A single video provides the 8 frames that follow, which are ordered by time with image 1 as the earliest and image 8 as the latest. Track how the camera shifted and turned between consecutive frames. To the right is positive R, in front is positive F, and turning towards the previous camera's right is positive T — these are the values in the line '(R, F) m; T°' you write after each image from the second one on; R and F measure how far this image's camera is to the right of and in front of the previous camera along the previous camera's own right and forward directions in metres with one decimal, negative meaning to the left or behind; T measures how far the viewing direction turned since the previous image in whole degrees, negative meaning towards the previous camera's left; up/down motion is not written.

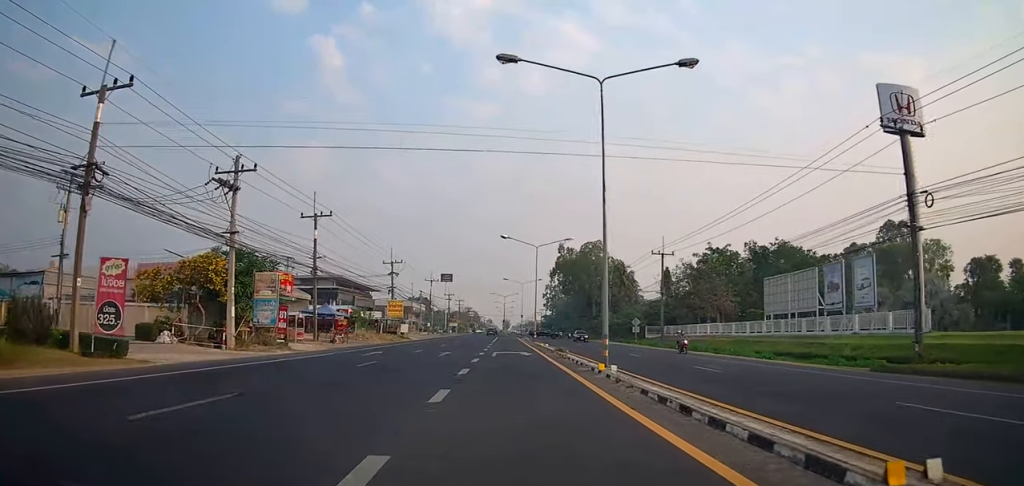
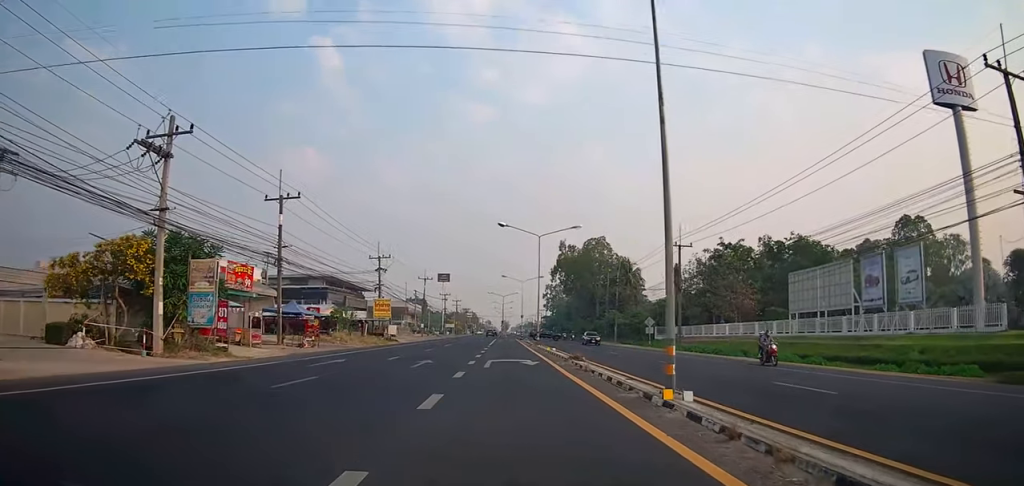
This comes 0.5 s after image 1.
(-0.1, +6.6) m; +2°
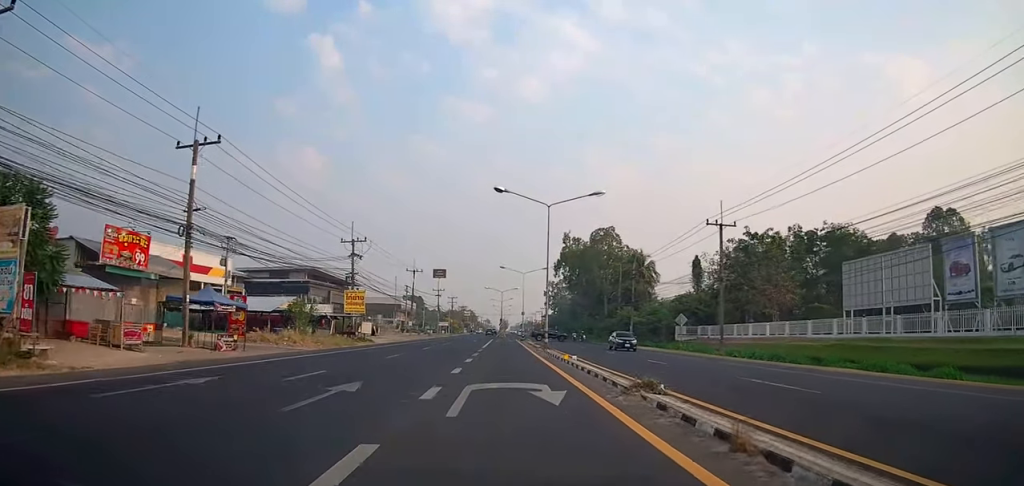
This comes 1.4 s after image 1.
(+0.5, +11.0) m; +1°
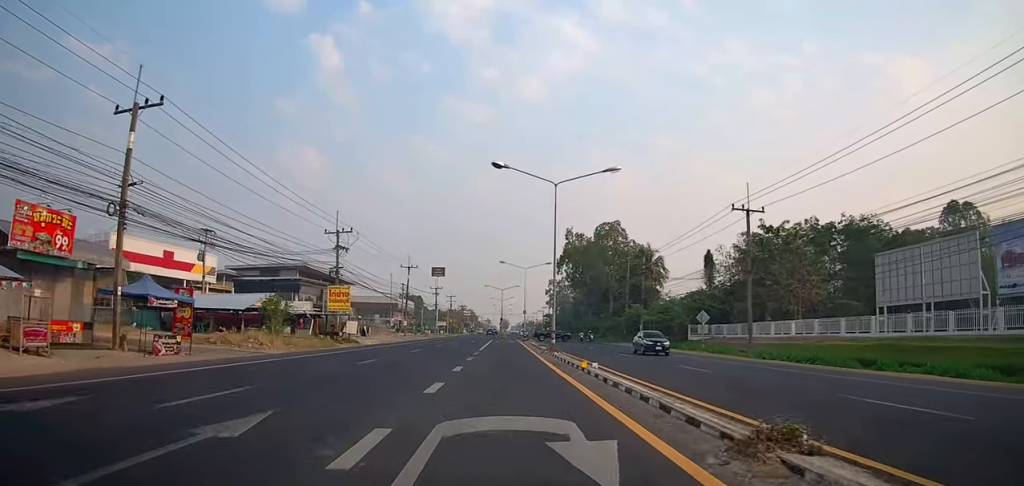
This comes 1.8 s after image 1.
(+0.3, +5.1) m; 0°
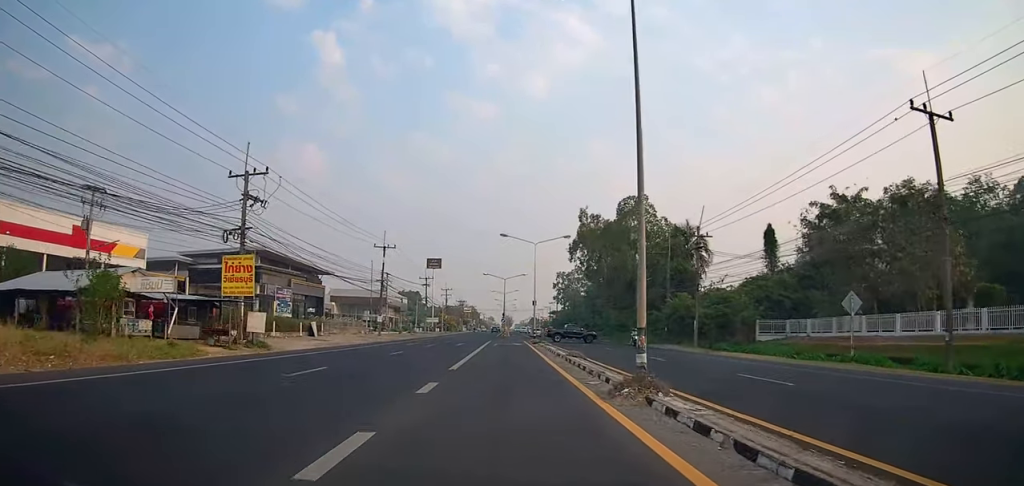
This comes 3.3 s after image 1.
(-0.5, +18.8) m; -1°
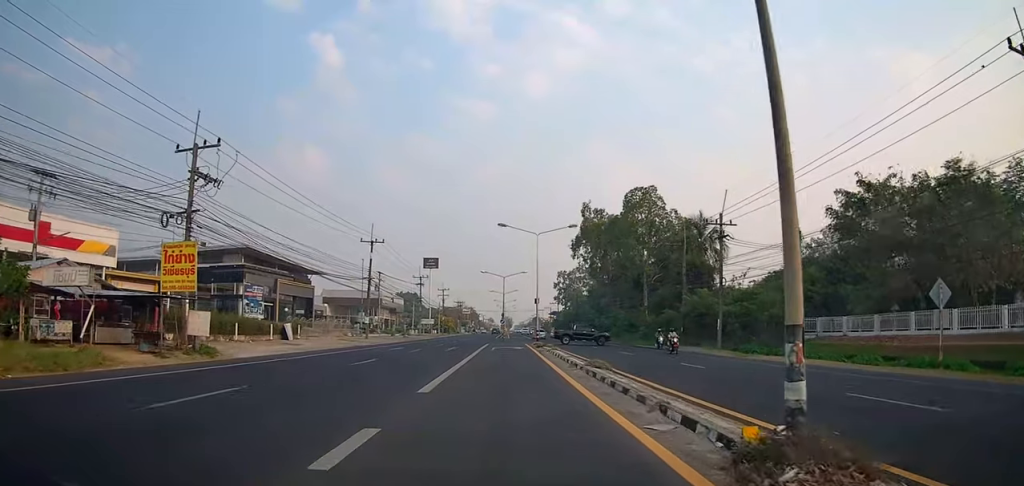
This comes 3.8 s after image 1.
(+0.3, +5.9) m; -1°
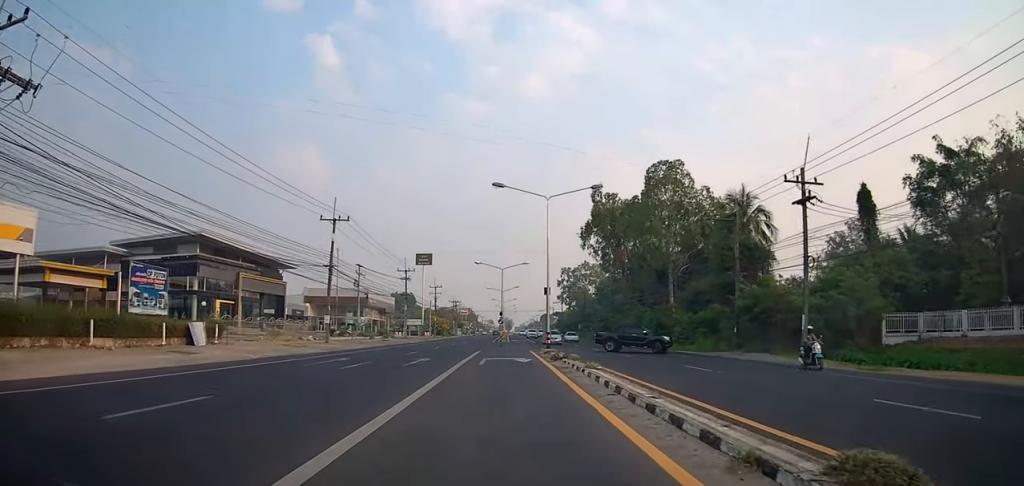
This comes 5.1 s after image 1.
(-0.7, +13.2) m; 0°
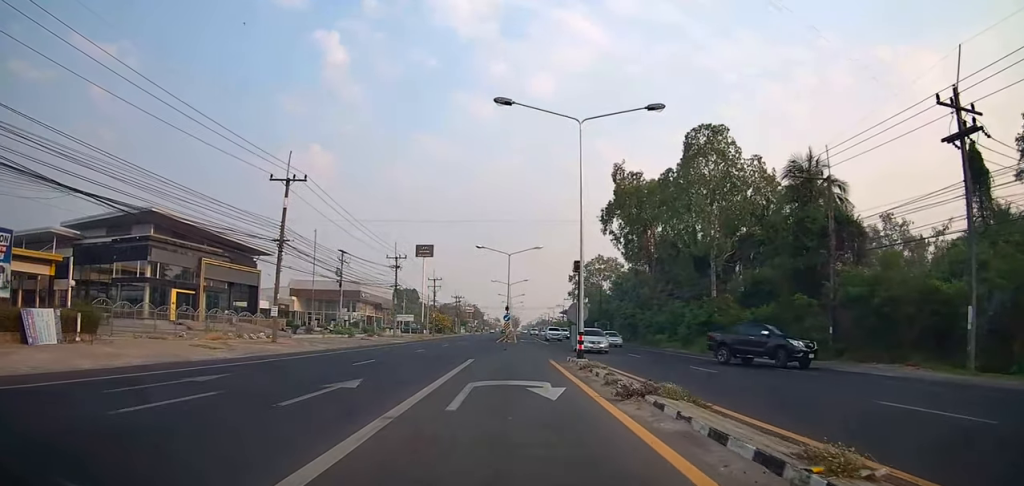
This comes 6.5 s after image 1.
(+0.5, +12.3) m; +1°
